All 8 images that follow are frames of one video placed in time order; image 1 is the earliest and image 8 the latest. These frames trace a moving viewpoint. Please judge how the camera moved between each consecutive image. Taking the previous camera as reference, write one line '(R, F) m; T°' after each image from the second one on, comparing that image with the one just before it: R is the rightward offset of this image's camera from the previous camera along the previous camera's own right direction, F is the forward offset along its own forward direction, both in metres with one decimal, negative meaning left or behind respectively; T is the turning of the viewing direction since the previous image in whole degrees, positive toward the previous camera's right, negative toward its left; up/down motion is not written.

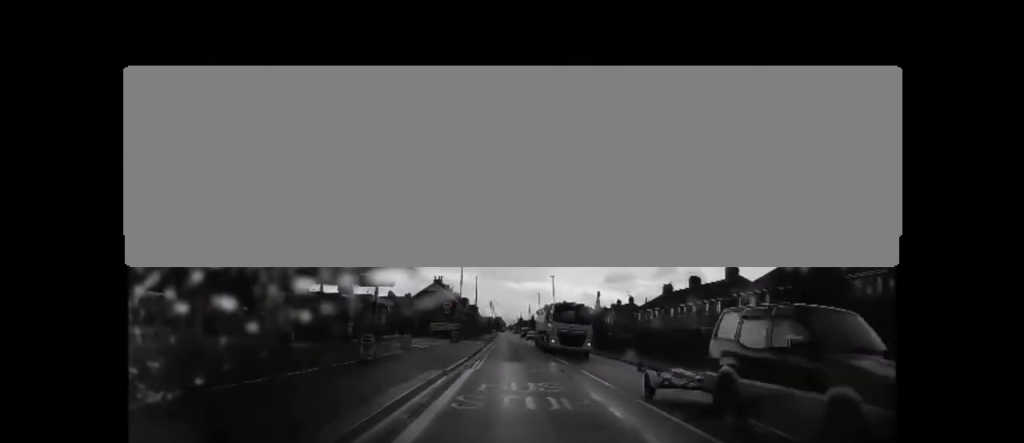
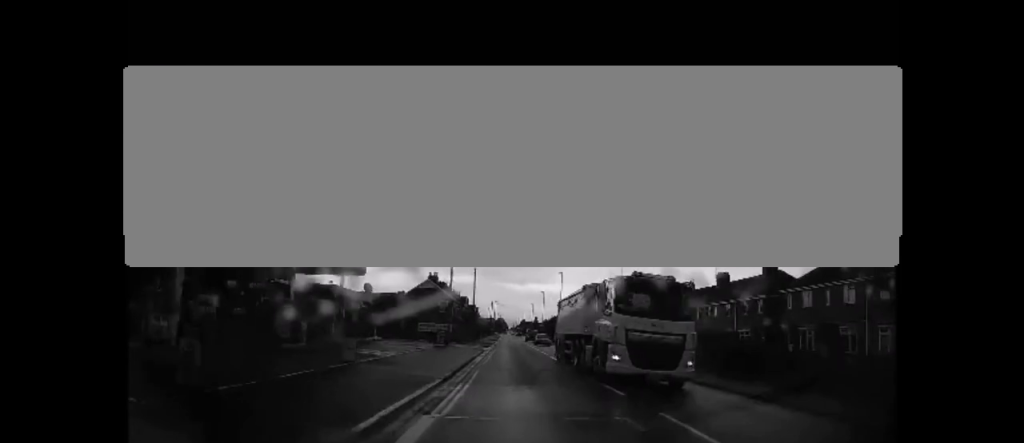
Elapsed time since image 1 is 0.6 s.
(-0.1, +8.6) m; 0°
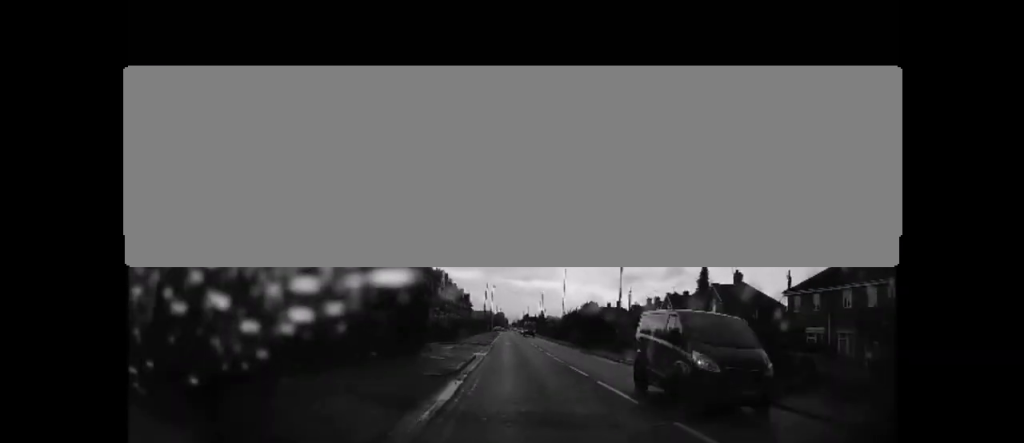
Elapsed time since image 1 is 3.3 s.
(-0.1, +38.6) m; 0°
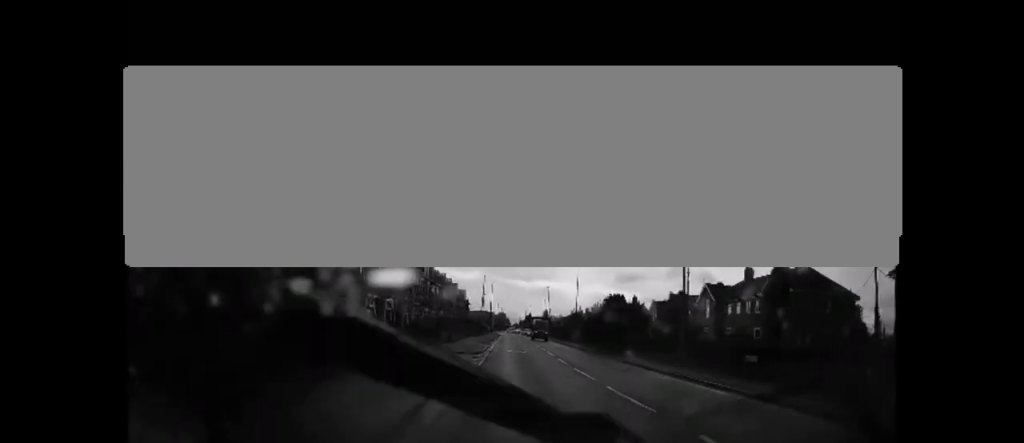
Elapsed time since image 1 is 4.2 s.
(0.0, +13.2) m; 0°
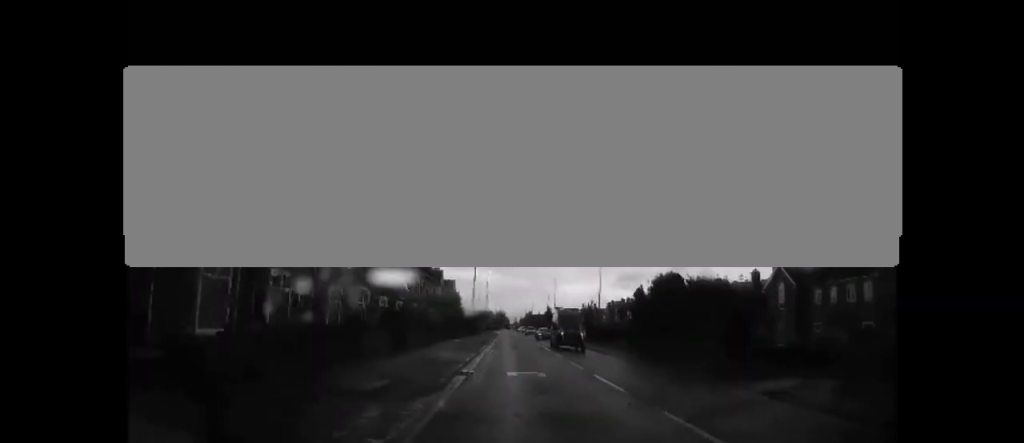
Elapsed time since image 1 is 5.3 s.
(0.0, +16.3) m; +1°
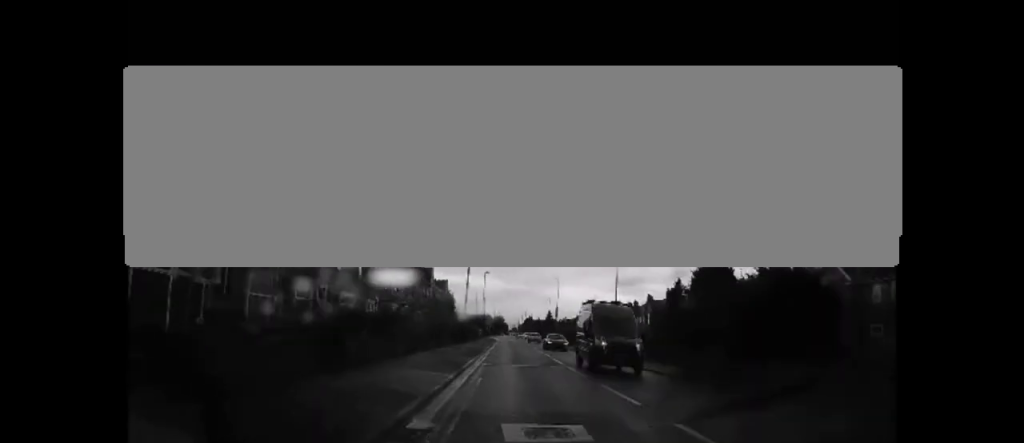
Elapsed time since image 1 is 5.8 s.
(+0.1, +7.4) m; 0°
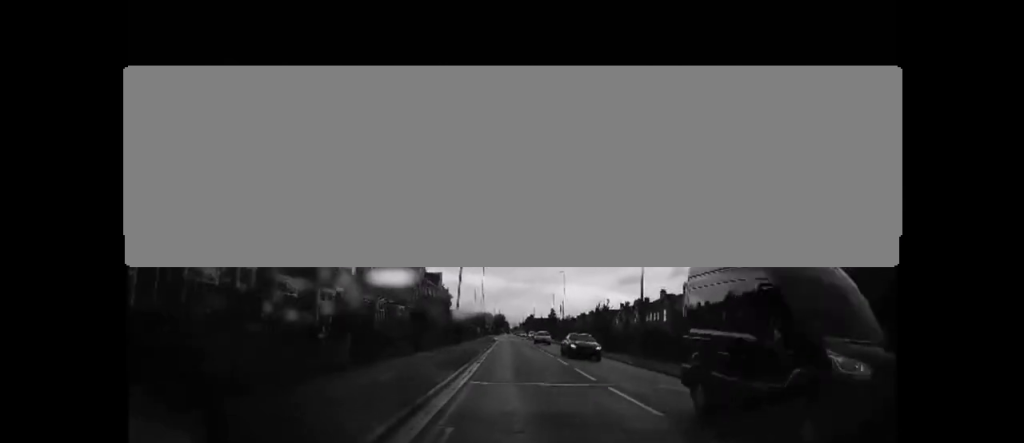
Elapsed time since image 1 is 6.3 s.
(+0.2, +7.4) m; 0°
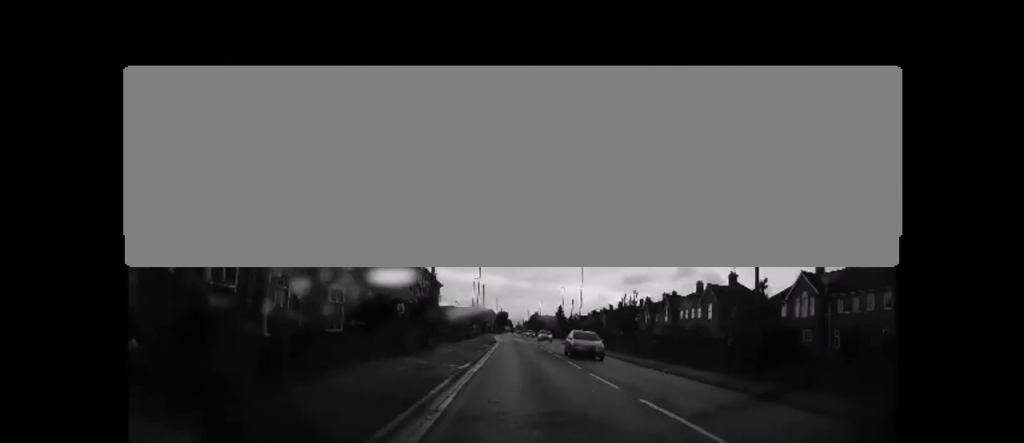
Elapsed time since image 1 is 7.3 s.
(-0.2, +15.0) m; -1°
